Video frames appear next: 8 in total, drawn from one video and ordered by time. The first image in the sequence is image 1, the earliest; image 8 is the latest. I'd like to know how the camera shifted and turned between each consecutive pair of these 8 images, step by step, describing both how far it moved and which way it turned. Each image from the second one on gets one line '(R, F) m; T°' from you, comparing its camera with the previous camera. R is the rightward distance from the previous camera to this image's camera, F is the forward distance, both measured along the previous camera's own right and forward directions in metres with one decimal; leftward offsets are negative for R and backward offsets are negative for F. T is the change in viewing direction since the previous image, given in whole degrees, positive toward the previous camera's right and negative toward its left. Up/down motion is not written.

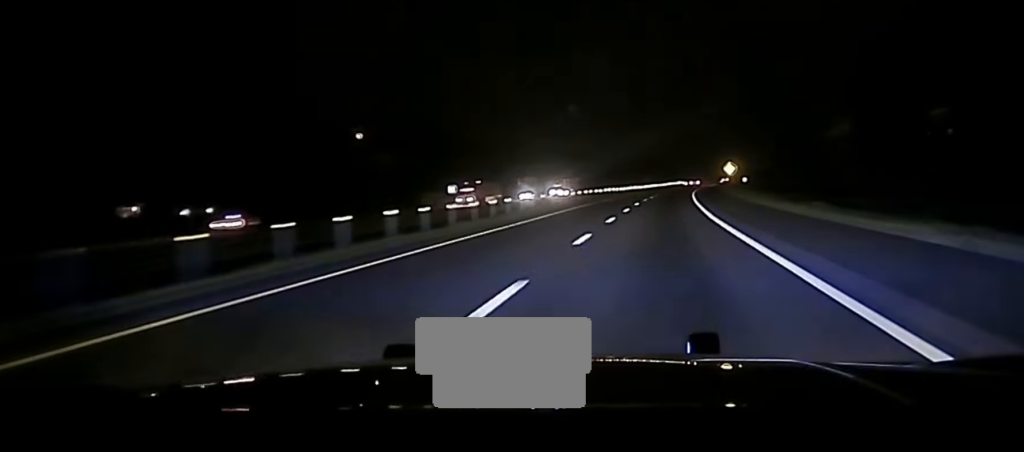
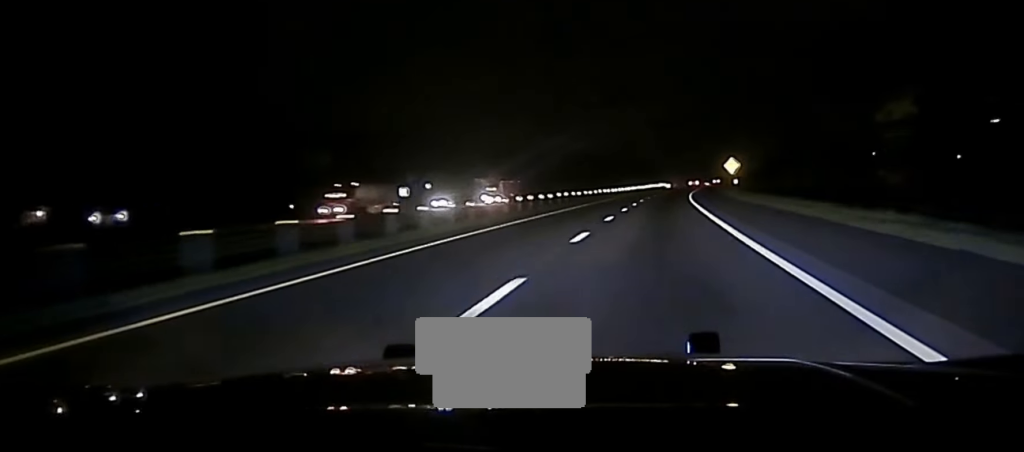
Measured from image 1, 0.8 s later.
(+0.7, +37.0) m; +2°
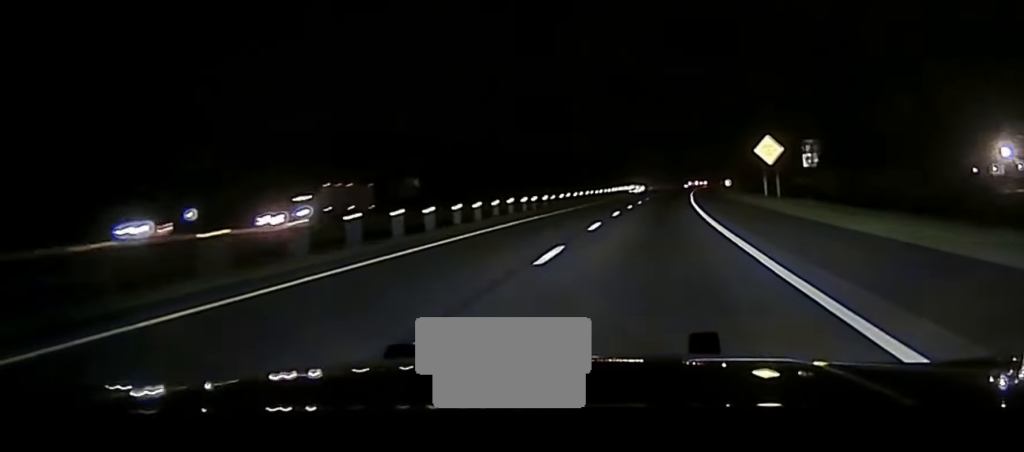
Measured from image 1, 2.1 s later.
(+0.8, +56.1) m; +1°
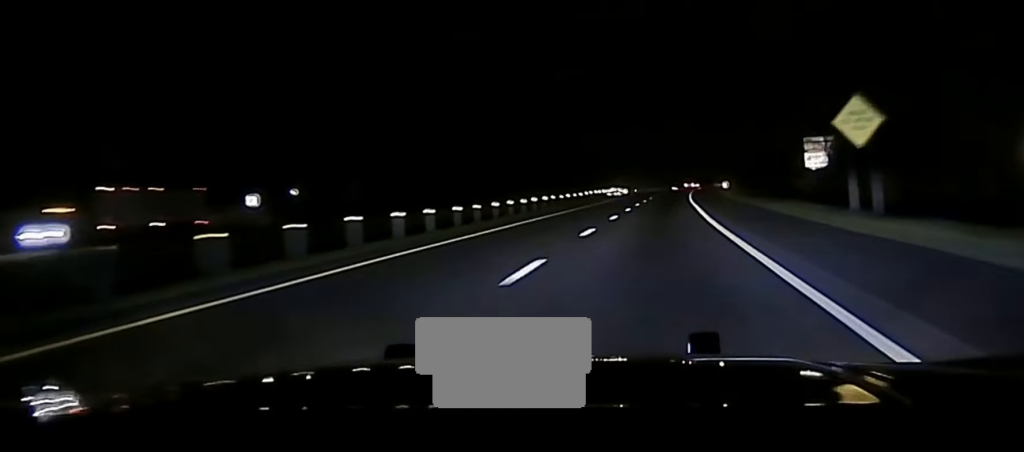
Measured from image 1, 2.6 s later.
(+0.1, +27.9) m; +1°
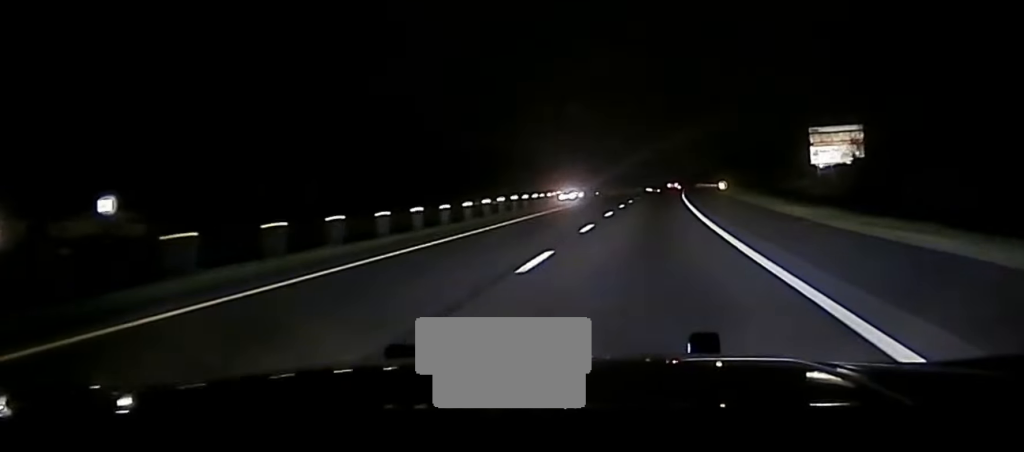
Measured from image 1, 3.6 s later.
(+0.5, +49.8) m; +1°
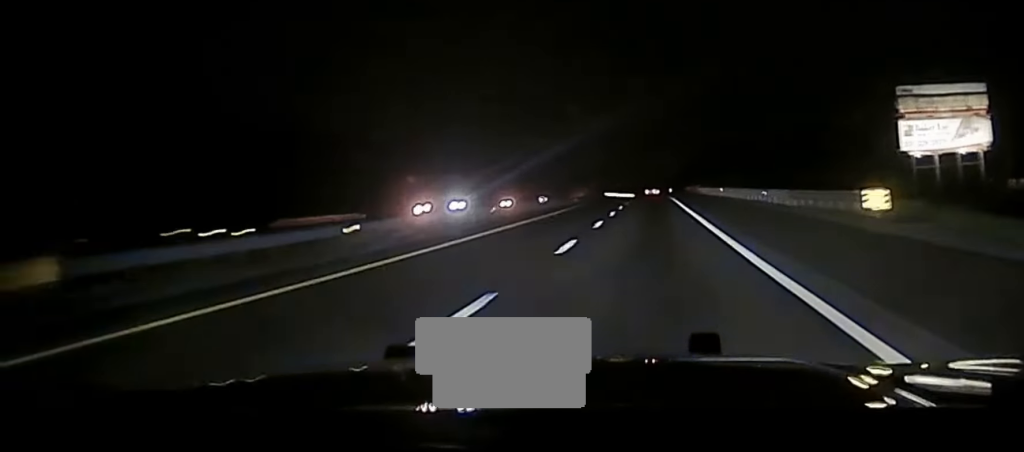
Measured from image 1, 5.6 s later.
(+2.0, +98.5) m; +2°
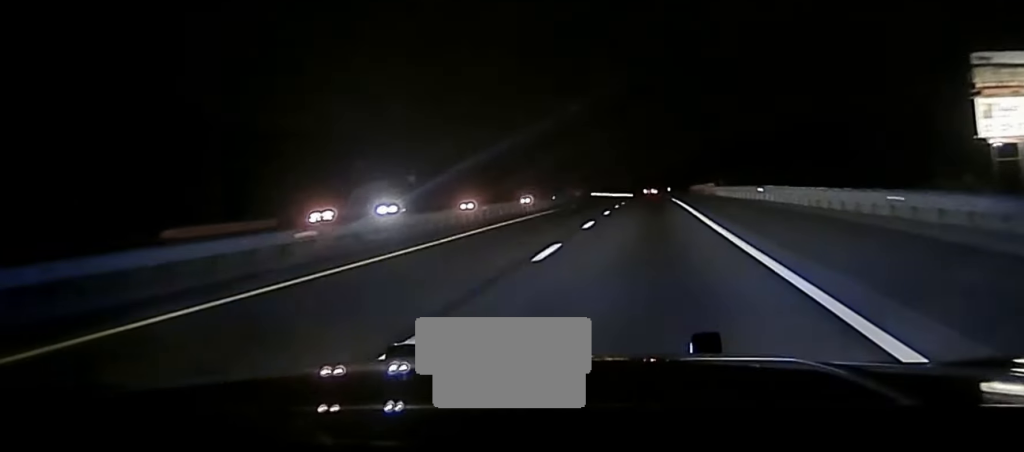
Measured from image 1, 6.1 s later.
(-0.1, +31.3) m; 0°
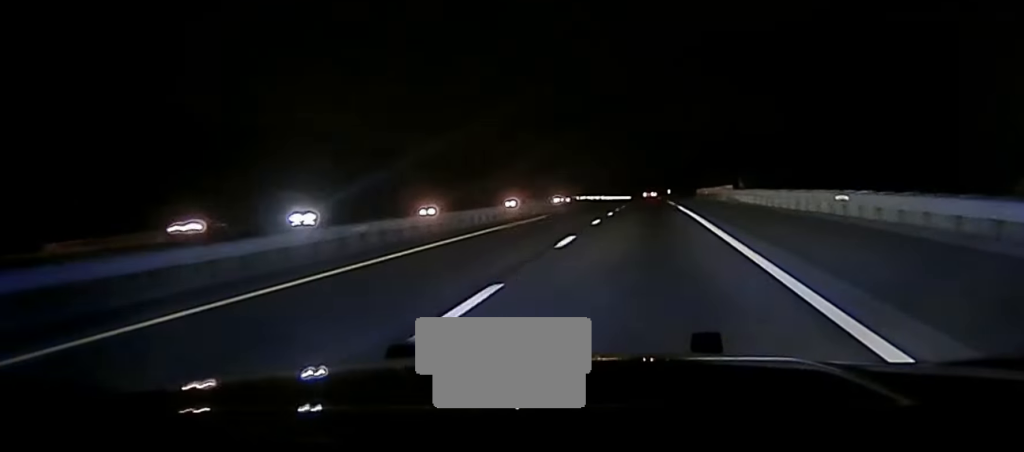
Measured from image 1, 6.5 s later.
(0.0, +20.5) m; 0°
